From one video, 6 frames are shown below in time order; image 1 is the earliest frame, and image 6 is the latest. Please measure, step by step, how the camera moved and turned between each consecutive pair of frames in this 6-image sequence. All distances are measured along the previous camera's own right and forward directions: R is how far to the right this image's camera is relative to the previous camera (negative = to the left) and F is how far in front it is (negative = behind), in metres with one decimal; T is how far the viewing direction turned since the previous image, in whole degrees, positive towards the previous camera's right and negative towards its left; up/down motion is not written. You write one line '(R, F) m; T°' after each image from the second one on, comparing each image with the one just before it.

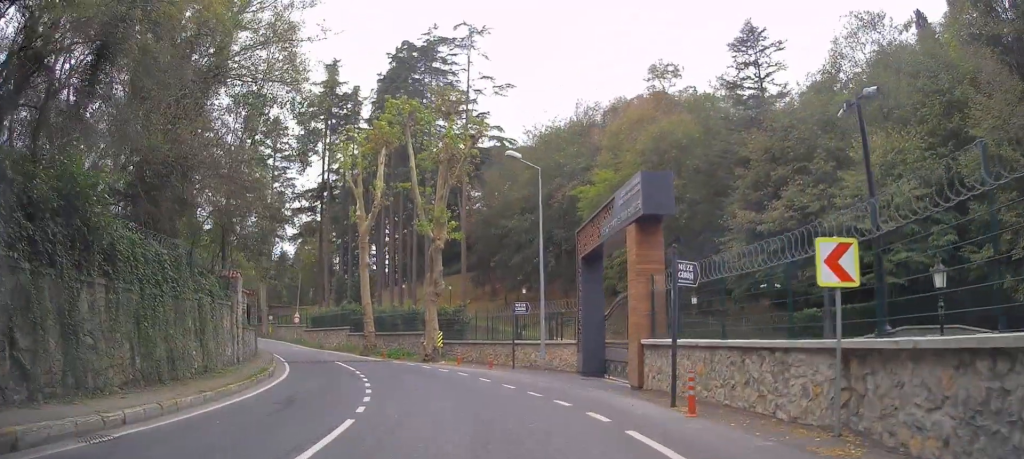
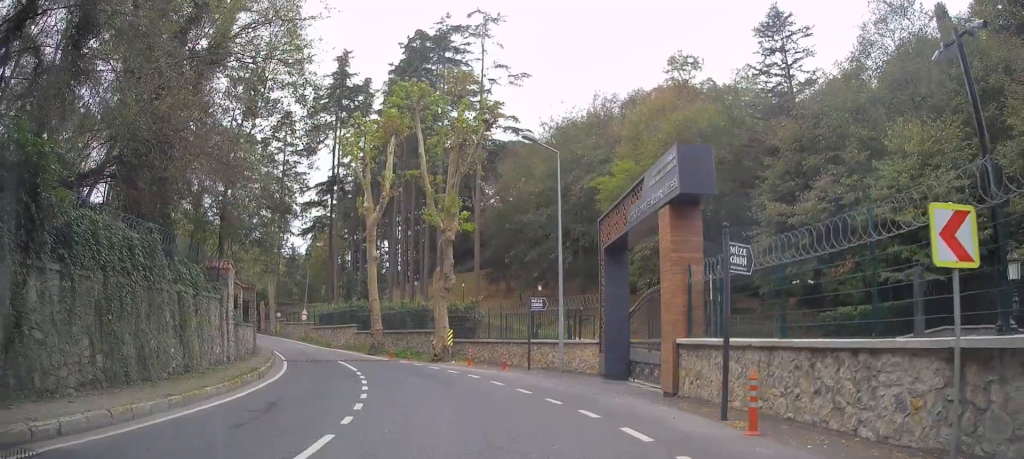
(-0.1, +2.2) m; +1°
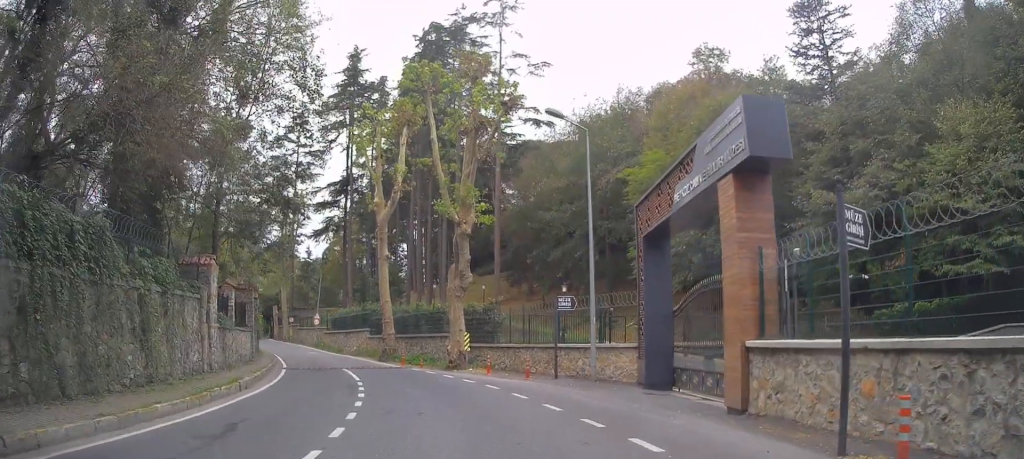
(+0.2, +2.7) m; -1°
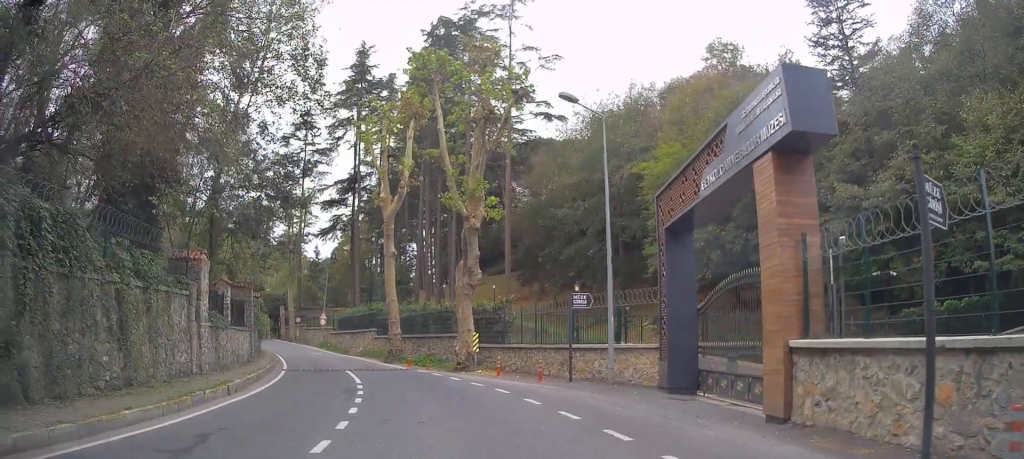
(0.0, +1.2) m; -6°
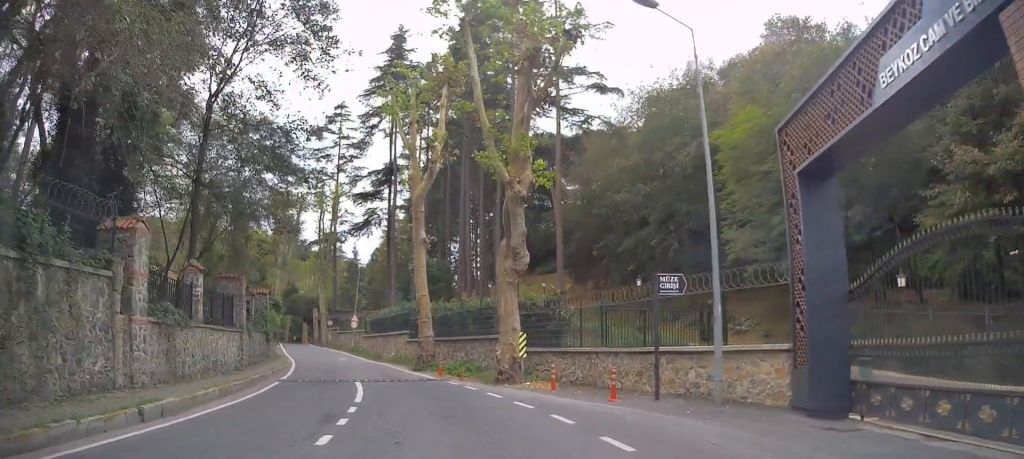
(-1.0, +6.4) m; -12°
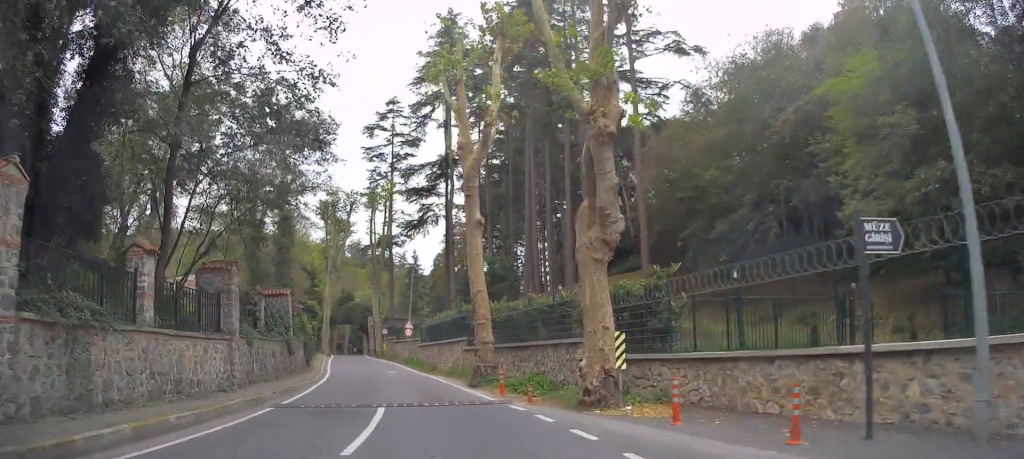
(-0.1, +6.8) m; -1°
